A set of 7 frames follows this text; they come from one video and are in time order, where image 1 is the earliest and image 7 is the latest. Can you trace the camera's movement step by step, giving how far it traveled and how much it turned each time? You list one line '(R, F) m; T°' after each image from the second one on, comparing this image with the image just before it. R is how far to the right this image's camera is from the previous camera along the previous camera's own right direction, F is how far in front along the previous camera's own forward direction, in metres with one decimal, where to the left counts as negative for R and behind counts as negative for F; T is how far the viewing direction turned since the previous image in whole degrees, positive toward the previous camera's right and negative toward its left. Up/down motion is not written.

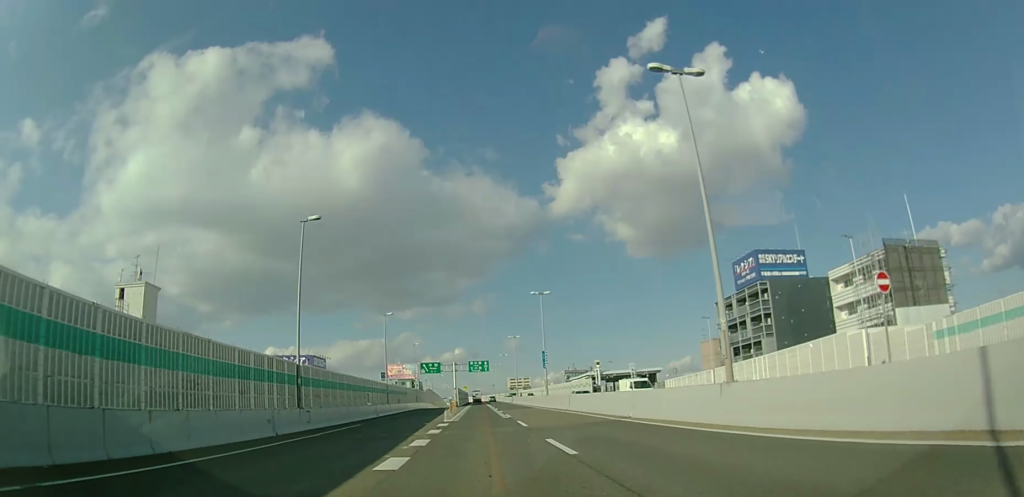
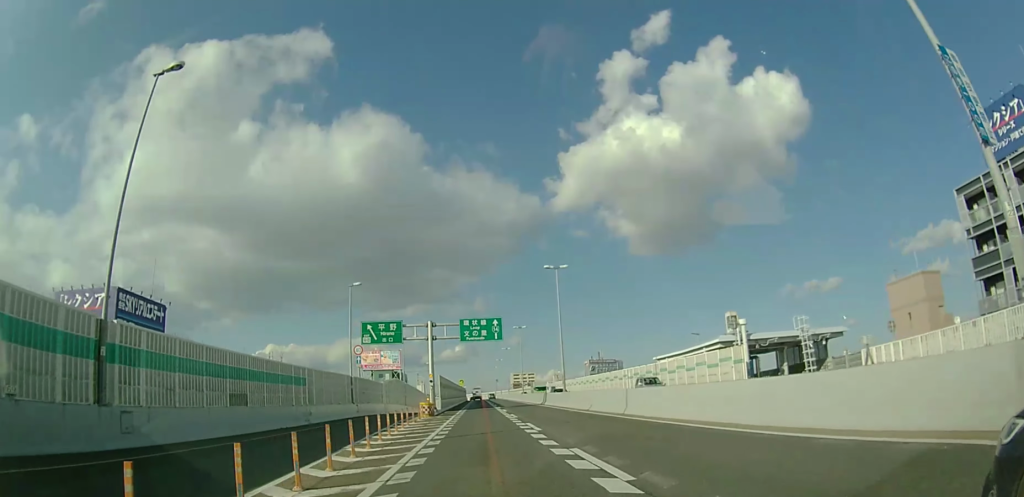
(-0.6, +43.8) m; 0°
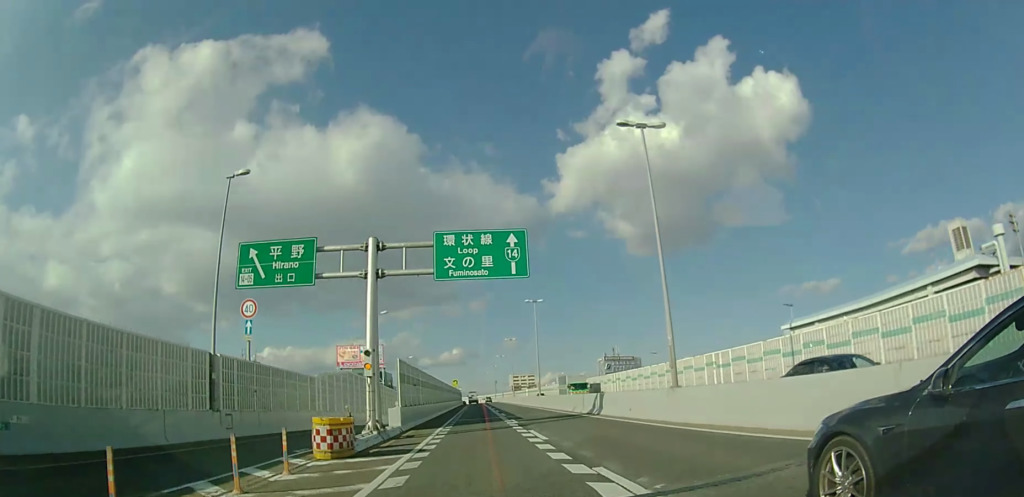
(+0.4, +22.7) m; +1°
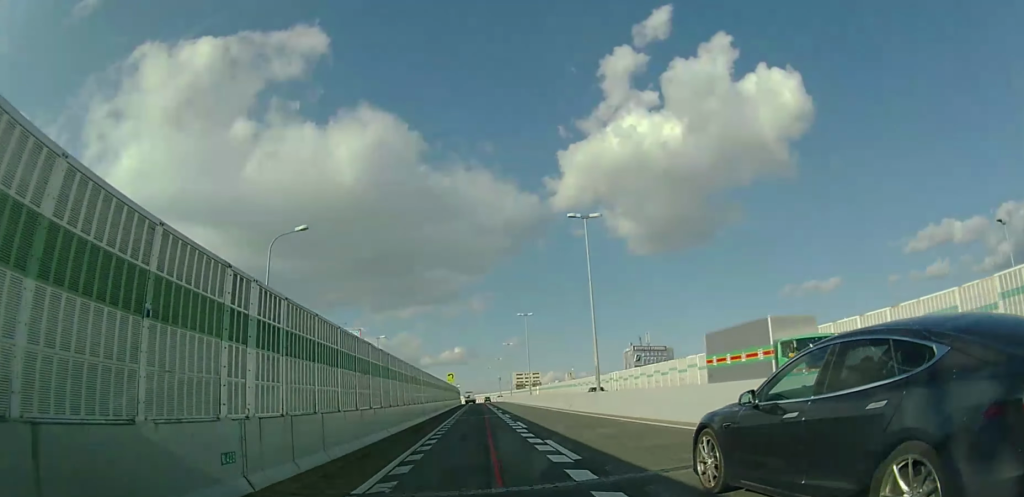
(0.0, +25.0) m; 0°
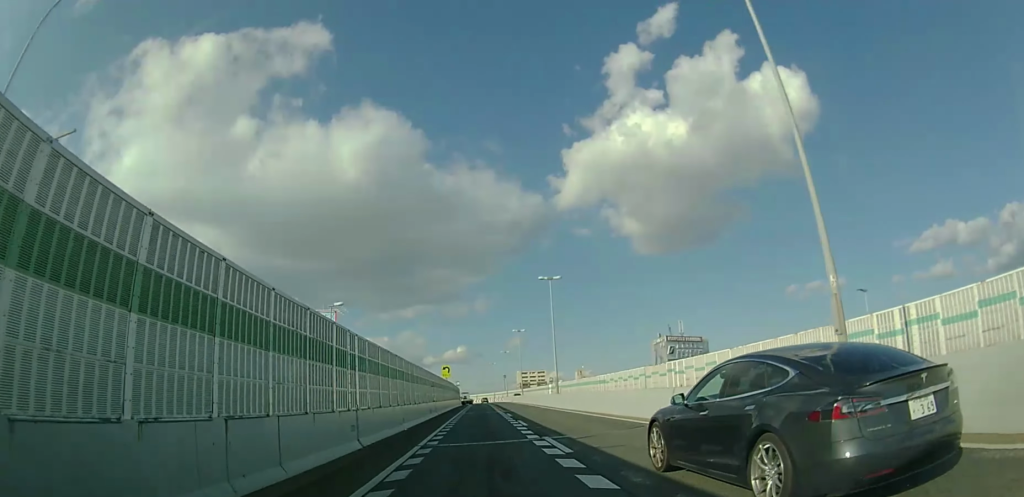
(-0.1, +18.6) m; -1°
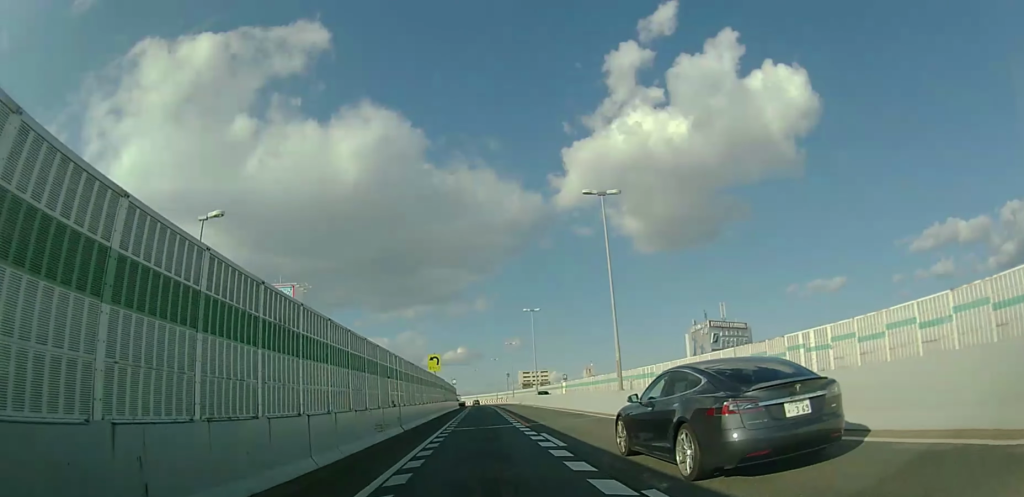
(-0.2, +19.2) m; 0°
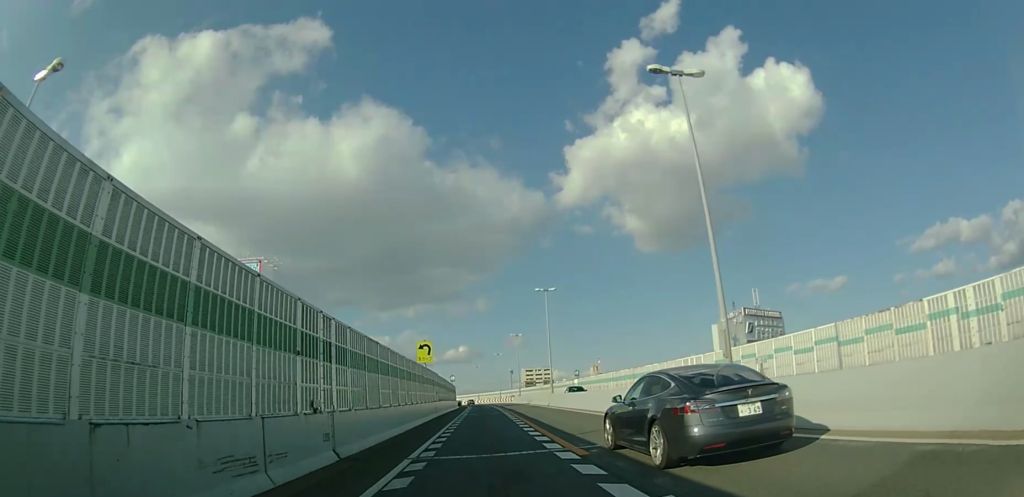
(-0.1, +10.3) m; 0°
